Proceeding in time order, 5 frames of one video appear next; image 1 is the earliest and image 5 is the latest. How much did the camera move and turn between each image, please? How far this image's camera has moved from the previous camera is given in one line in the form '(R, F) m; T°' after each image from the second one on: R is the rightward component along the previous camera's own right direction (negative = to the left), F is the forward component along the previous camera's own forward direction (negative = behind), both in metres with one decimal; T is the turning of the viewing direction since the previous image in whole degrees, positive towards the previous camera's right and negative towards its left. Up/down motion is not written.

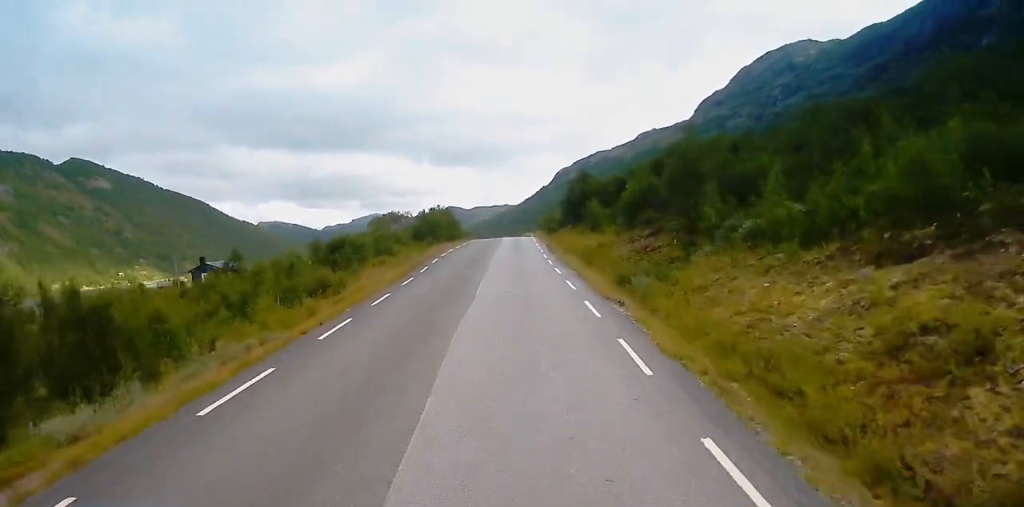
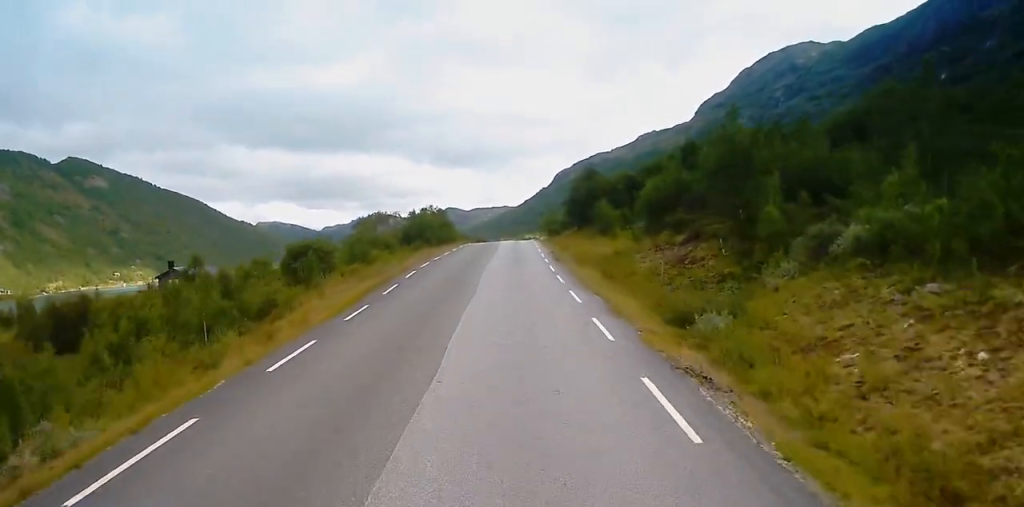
(0.0, +9.2) m; 0°
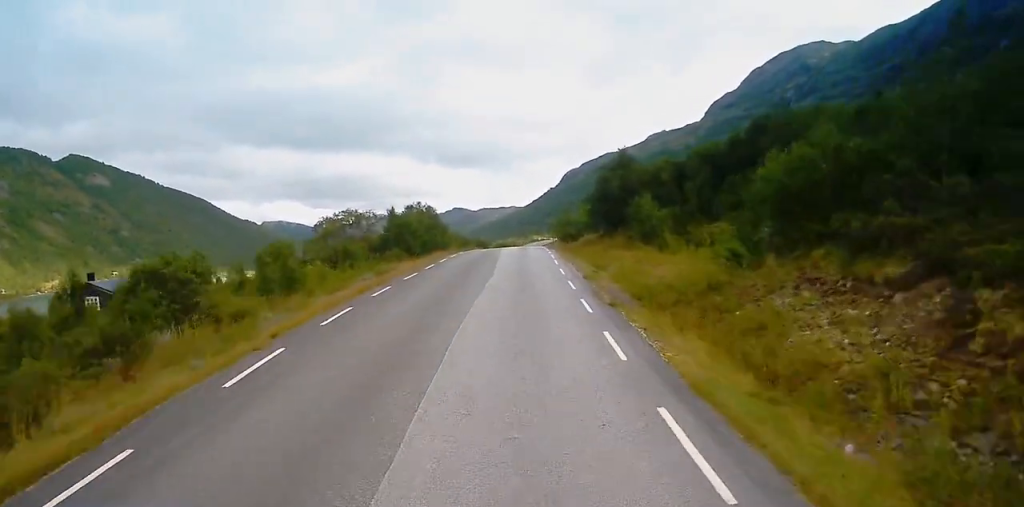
(-0.1, +19.7) m; 0°
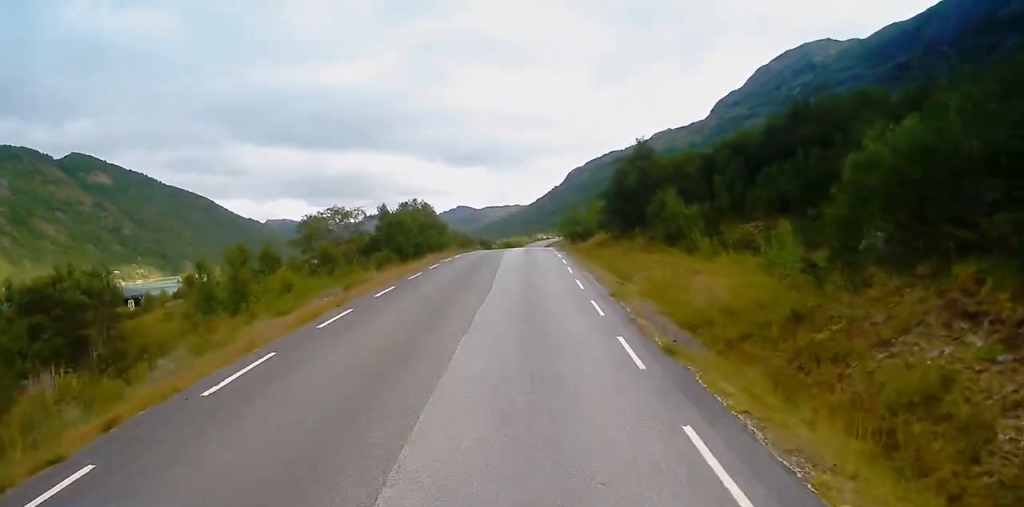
(+0.1, +6.9) m; 0°
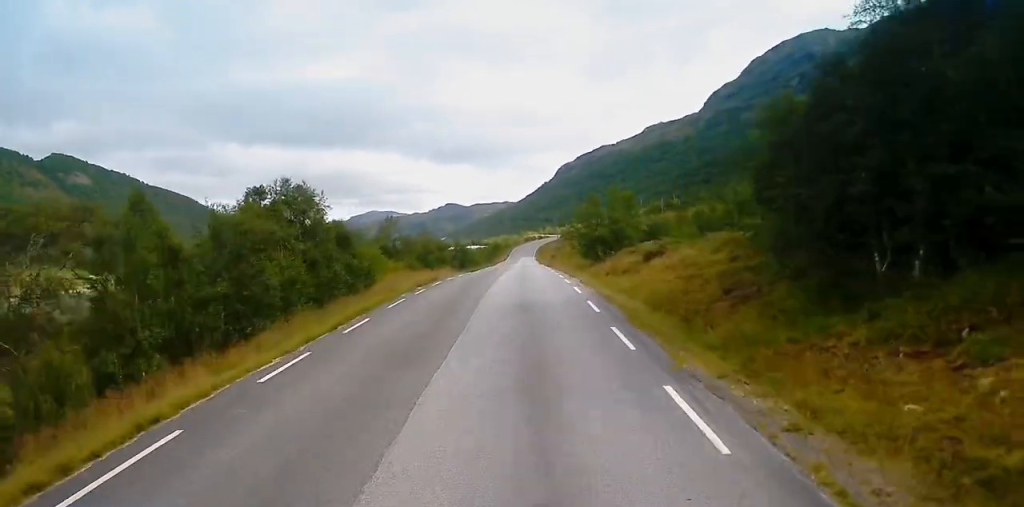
(+0.5, +40.2) m; -1°
